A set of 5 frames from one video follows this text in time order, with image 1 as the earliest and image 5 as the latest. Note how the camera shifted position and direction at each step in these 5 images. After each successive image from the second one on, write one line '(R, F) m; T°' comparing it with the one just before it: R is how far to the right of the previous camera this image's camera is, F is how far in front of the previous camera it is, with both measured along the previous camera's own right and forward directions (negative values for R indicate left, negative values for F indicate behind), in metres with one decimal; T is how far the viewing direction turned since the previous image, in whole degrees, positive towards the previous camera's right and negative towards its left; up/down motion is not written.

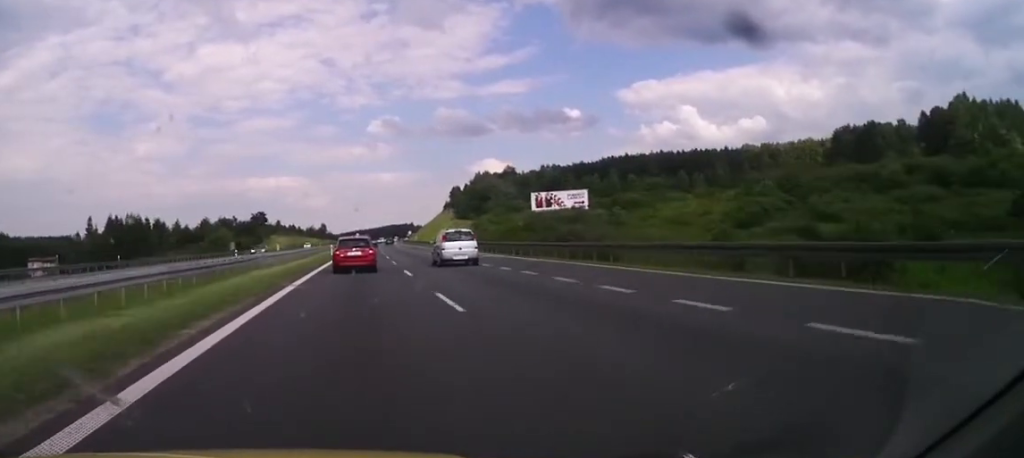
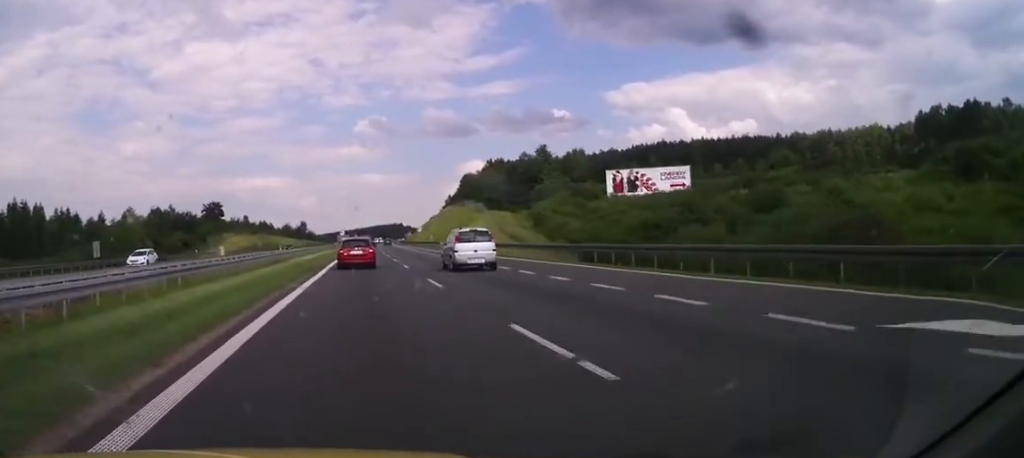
(0.0, +65.7) m; 0°
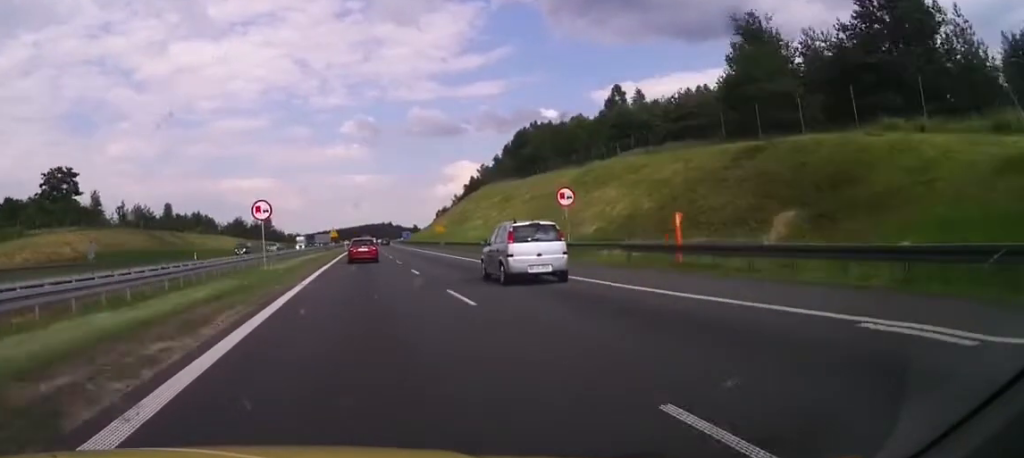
(+2.8, +98.2) m; +4°
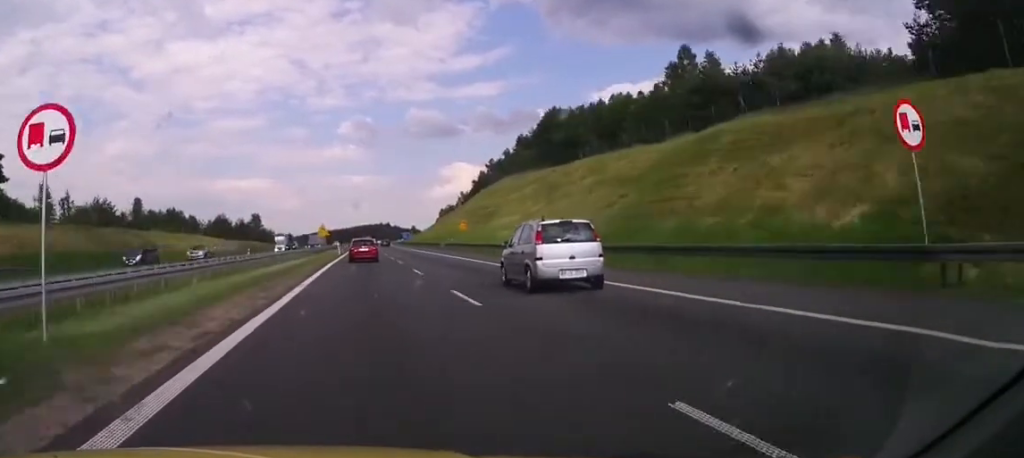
(0.0, +23.0) m; 0°
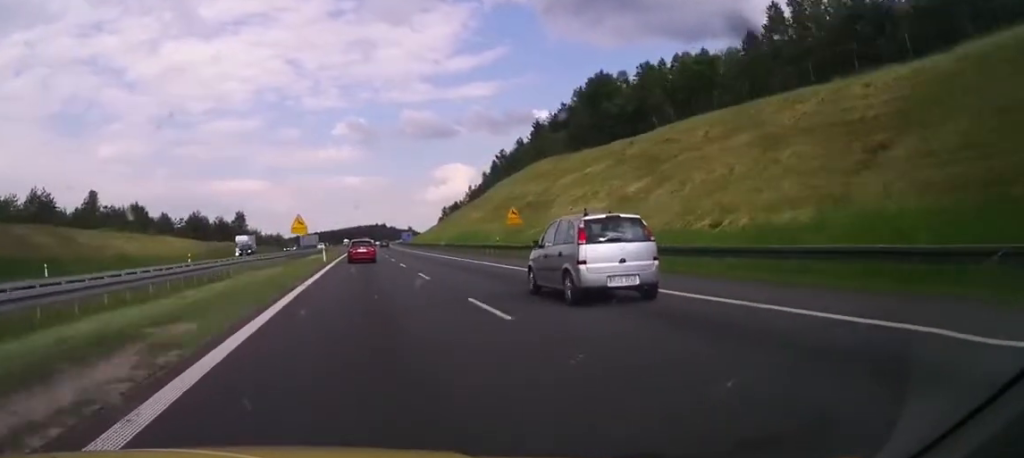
(0.0, +25.4) m; 0°
